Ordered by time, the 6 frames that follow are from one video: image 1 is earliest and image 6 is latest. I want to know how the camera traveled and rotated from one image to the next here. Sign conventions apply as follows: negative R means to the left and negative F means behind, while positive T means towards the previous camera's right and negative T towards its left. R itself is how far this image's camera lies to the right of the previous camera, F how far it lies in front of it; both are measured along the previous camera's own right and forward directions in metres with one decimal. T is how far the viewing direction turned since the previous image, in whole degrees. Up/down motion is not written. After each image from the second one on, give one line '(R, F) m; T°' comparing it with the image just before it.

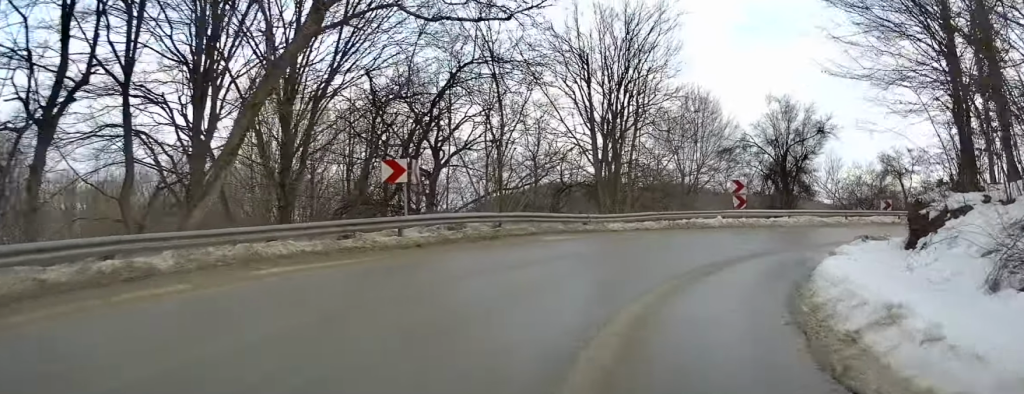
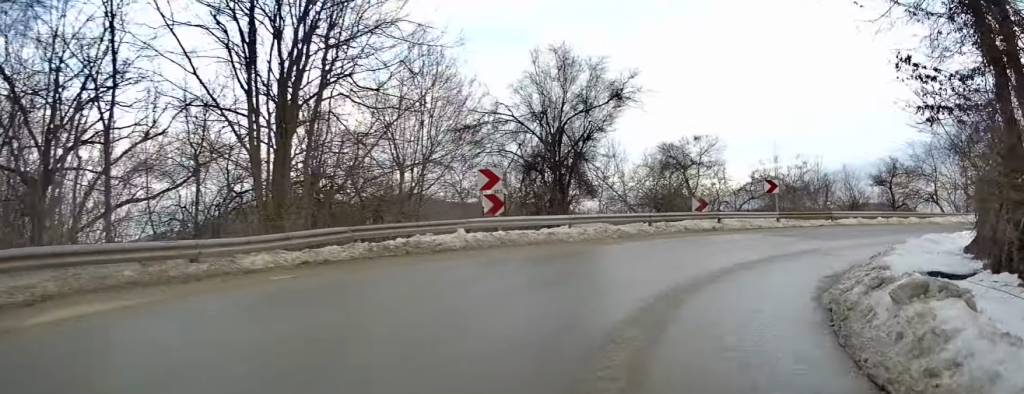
(+1.7, +12.3) m; +20°
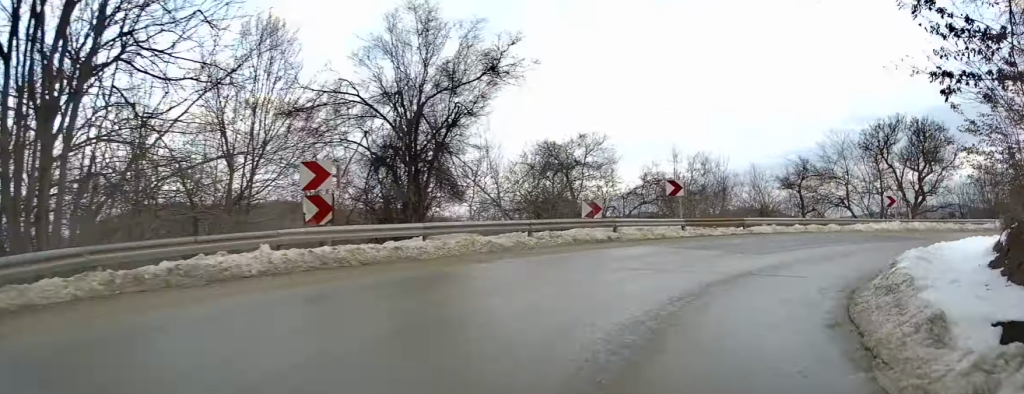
(+0.8, +5.3) m; +10°
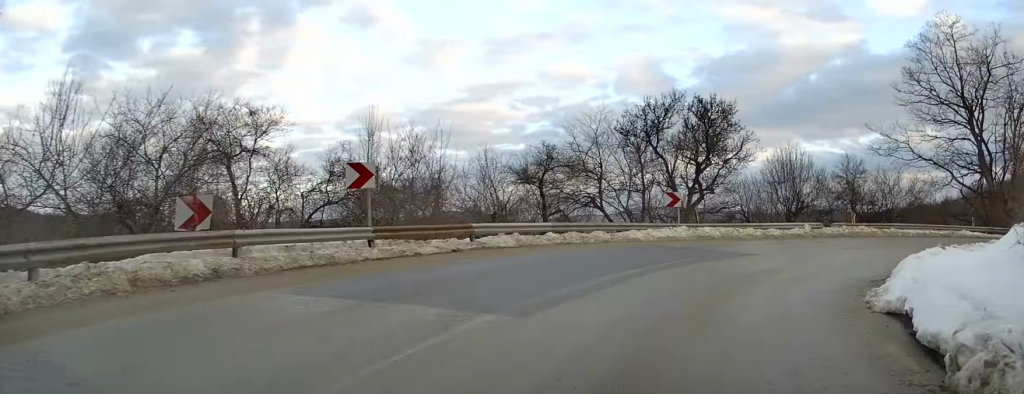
(+1.5, +10.9) m; +18°
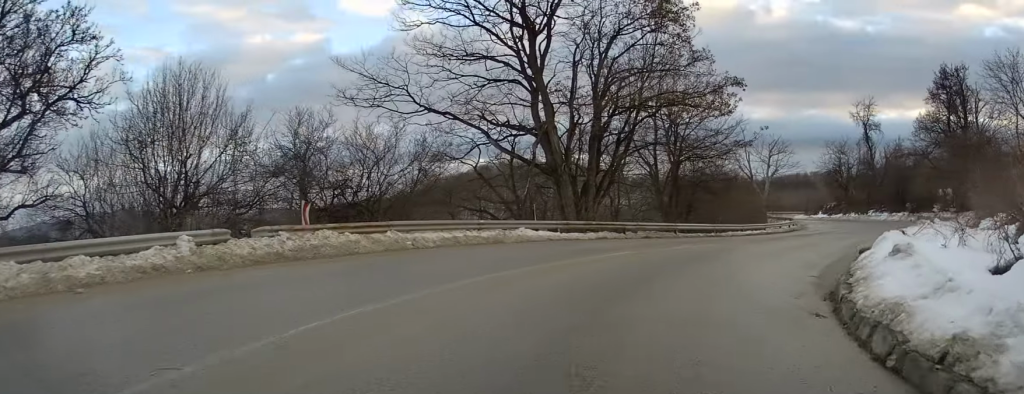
(+6.7, +19.7) m; +37°
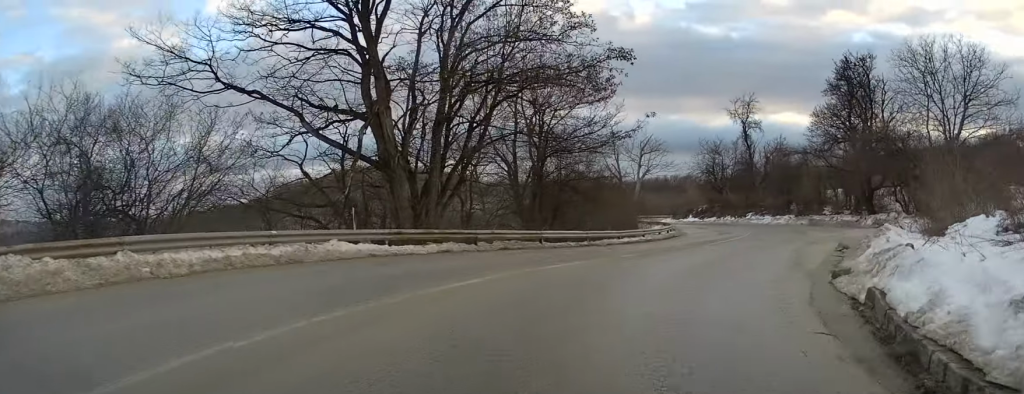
(+0.5, +6.1) m; +11°
